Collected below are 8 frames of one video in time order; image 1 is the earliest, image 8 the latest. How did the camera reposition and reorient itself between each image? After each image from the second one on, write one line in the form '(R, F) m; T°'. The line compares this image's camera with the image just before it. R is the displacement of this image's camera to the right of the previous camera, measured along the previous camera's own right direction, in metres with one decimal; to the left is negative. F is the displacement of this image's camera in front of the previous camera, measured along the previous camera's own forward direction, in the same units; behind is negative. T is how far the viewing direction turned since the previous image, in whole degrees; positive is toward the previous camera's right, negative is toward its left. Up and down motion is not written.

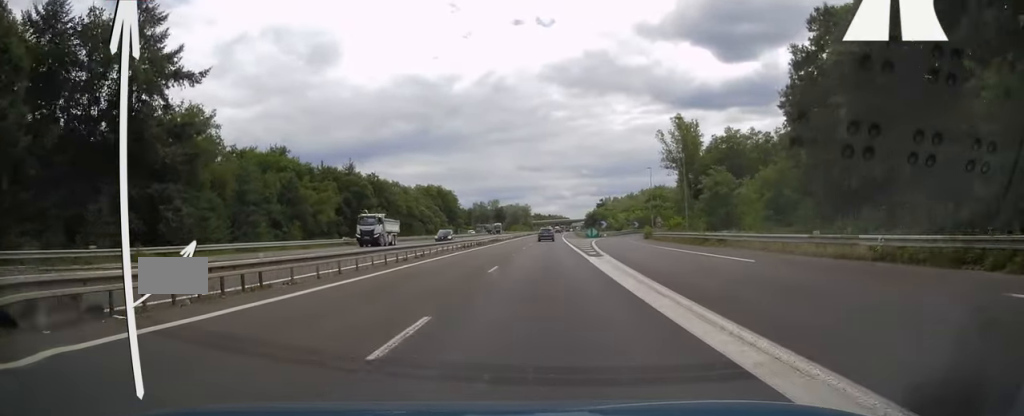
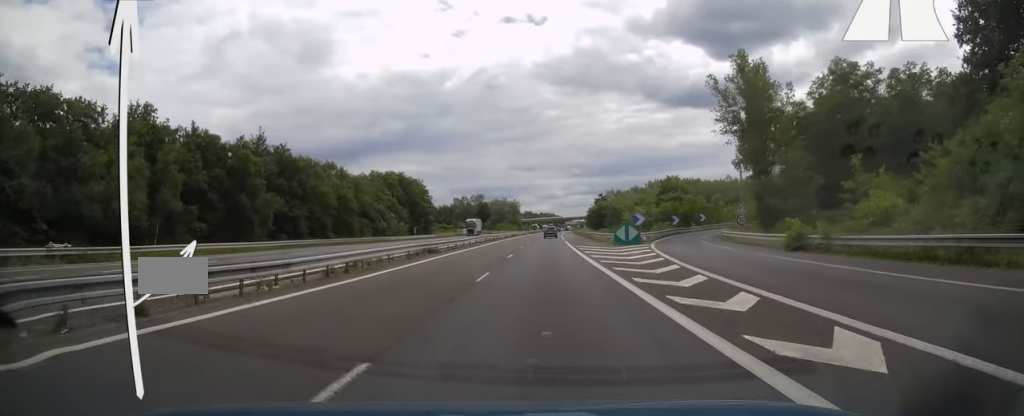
(+0.3, +43.2) m; +1°
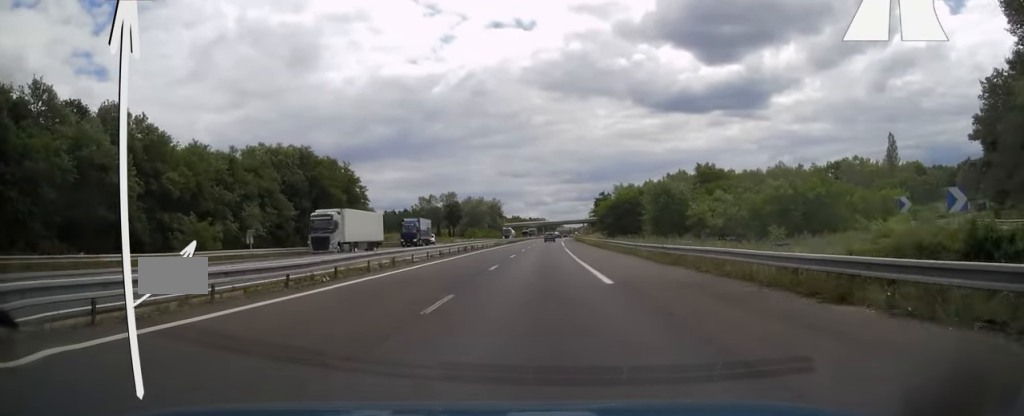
(+0.5, +58.8) m; +1°
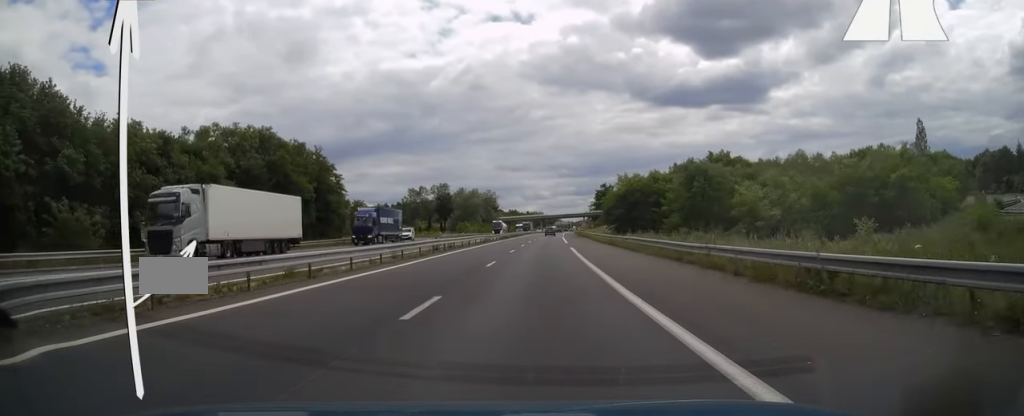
(0.0, +14.3) m; 0°
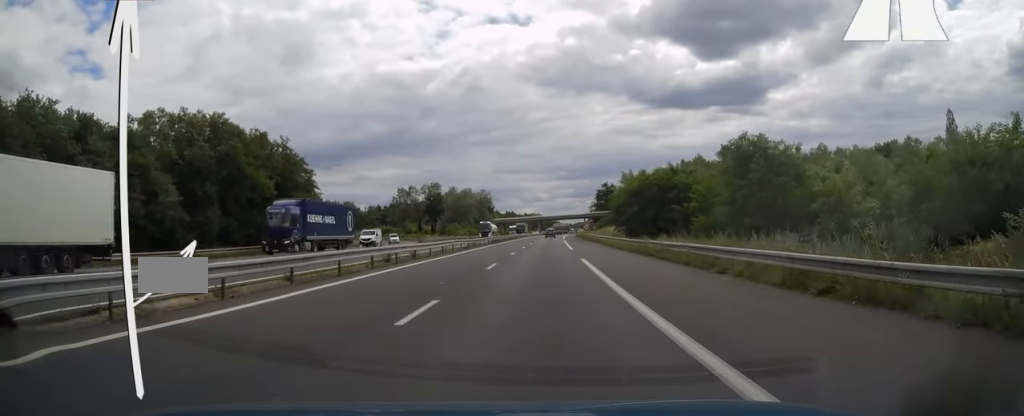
(0.0, +13.3) m; 0°
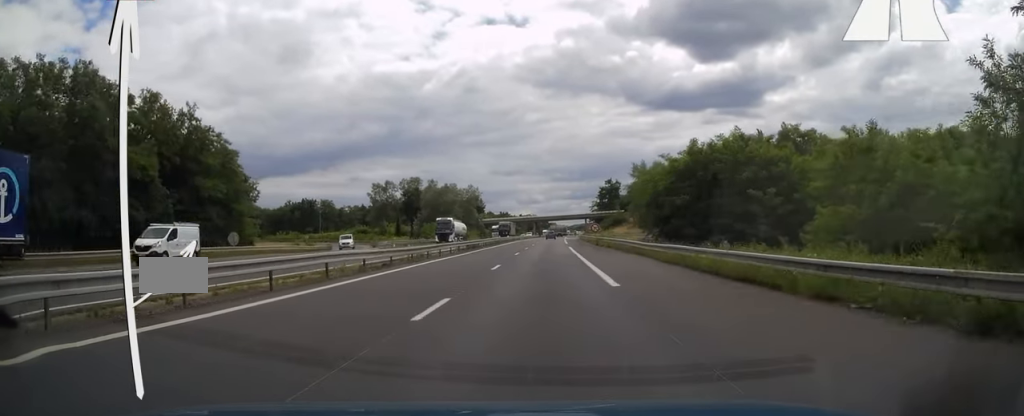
(+0.1, +25.4) m; +1°
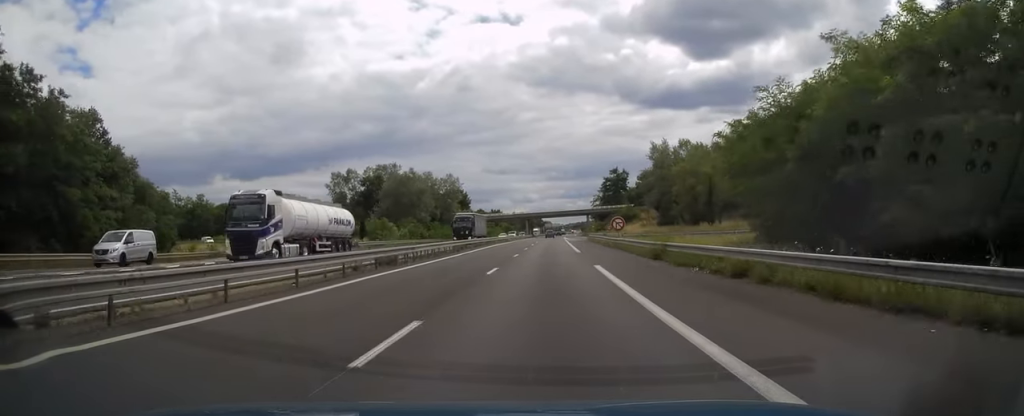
(+0.3, +30.2) m; 0°
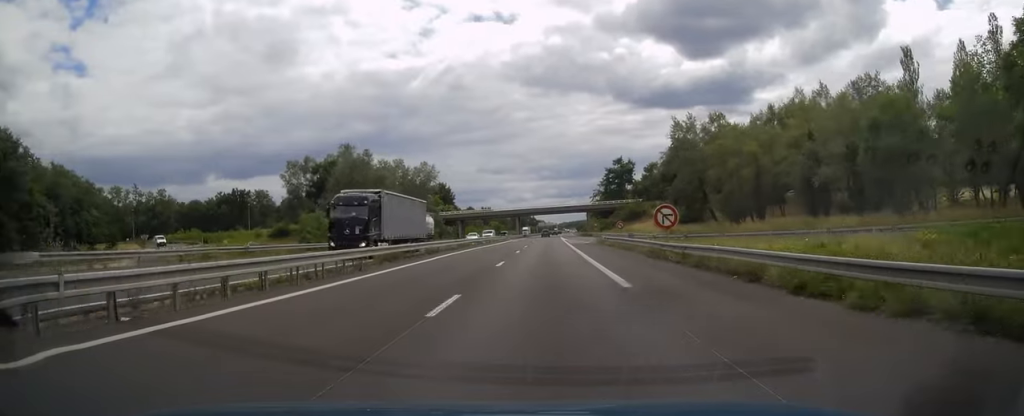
(-0.1, +23.0) m; 0°
